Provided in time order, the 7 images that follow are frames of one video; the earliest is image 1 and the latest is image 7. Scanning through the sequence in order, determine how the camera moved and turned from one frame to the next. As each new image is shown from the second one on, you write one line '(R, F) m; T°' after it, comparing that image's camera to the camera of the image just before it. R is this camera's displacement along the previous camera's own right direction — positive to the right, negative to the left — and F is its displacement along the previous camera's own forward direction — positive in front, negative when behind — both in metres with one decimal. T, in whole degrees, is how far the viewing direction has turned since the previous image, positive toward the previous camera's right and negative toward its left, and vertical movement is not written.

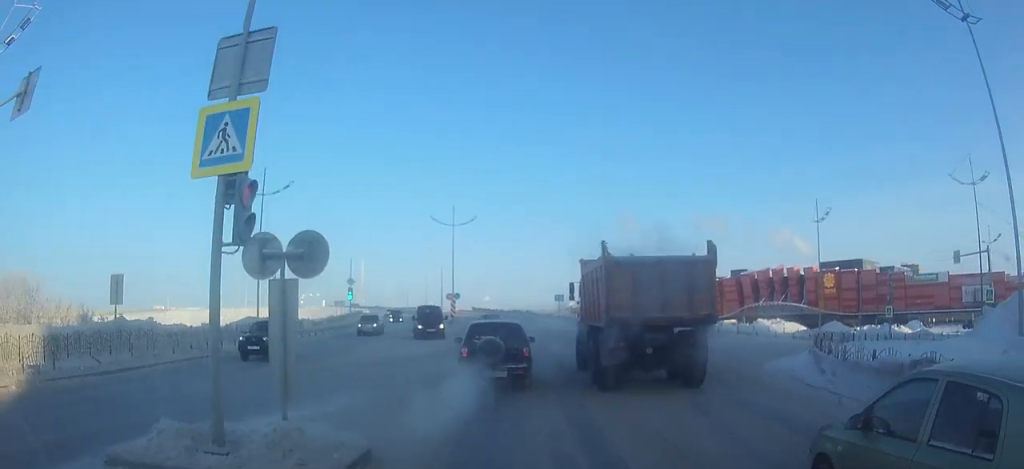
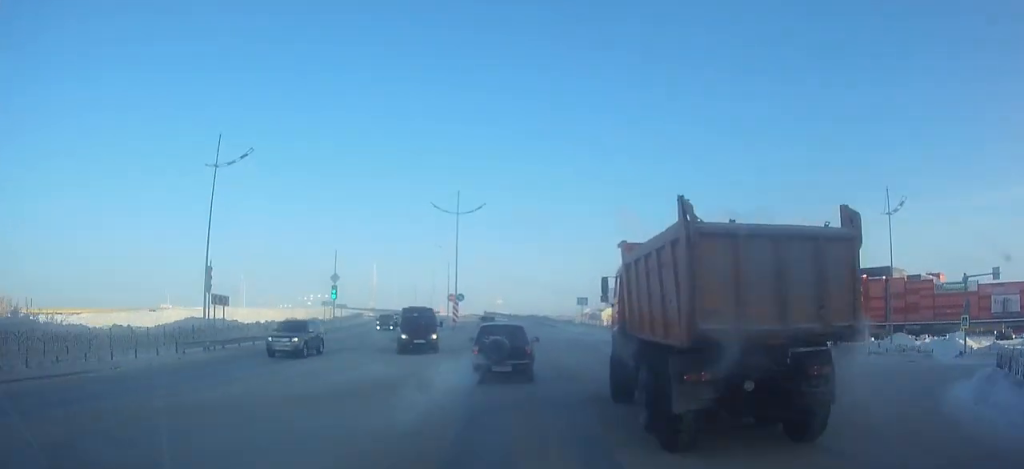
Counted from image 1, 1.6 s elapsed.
(-0.2, +11.0) m; -2°
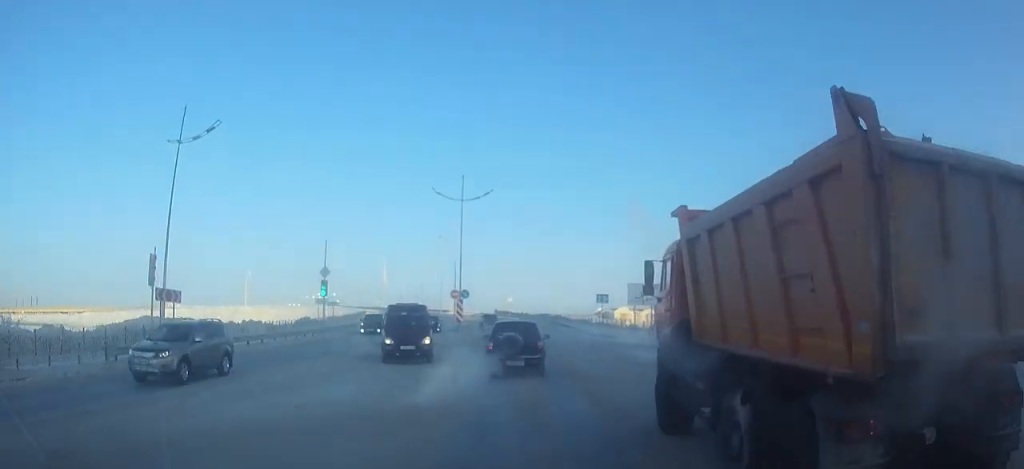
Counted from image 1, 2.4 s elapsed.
(-0.1, +5.8) m; 0°
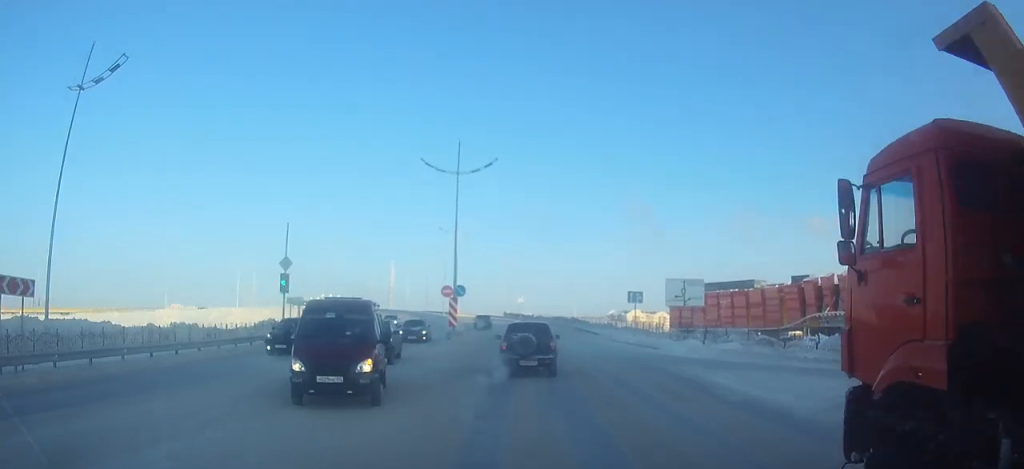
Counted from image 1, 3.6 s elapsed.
(0.0, +9.8) m; -1°
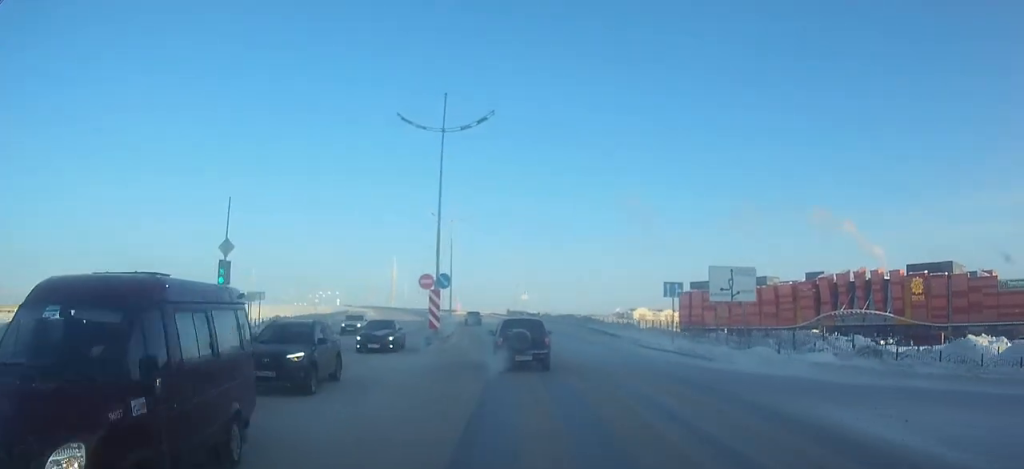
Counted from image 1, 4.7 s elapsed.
(-0.1, +9.1) m; -1°
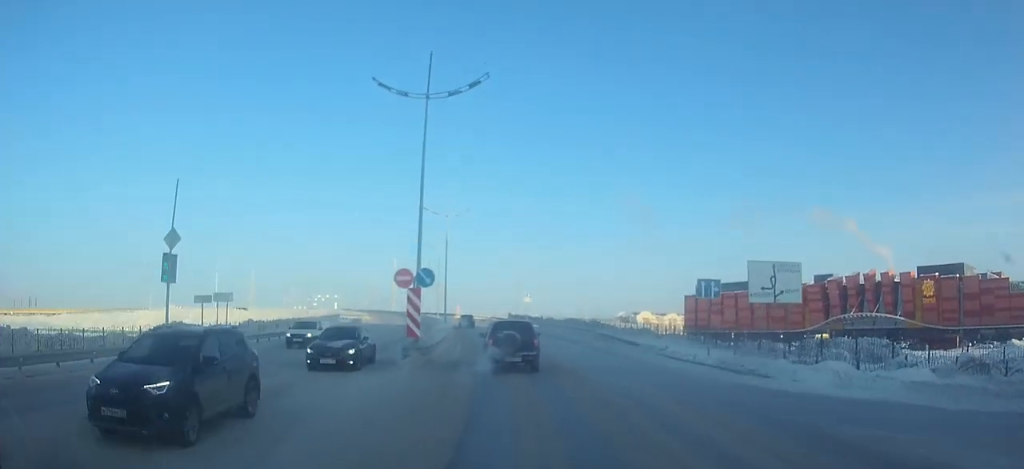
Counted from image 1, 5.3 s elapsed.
(0.0, +5.7) m; 0°
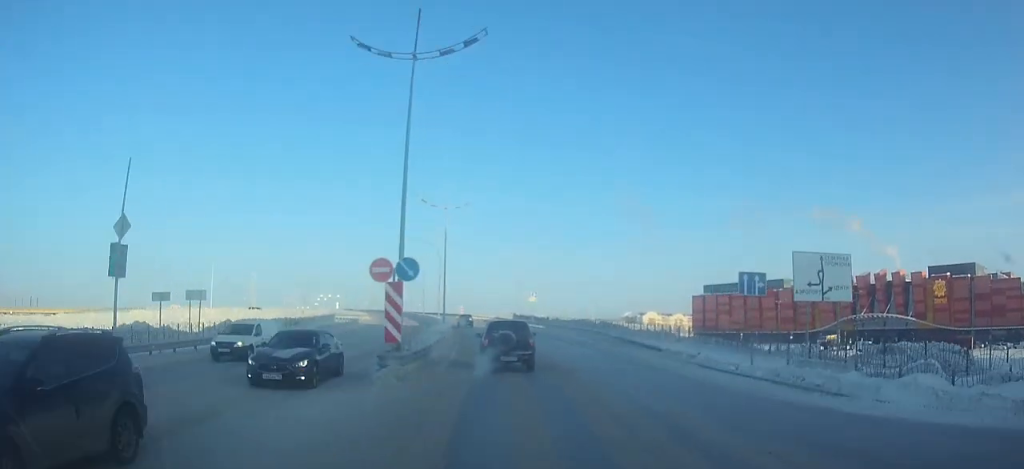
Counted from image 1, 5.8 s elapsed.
(0.0, +4.3) m; 0°
